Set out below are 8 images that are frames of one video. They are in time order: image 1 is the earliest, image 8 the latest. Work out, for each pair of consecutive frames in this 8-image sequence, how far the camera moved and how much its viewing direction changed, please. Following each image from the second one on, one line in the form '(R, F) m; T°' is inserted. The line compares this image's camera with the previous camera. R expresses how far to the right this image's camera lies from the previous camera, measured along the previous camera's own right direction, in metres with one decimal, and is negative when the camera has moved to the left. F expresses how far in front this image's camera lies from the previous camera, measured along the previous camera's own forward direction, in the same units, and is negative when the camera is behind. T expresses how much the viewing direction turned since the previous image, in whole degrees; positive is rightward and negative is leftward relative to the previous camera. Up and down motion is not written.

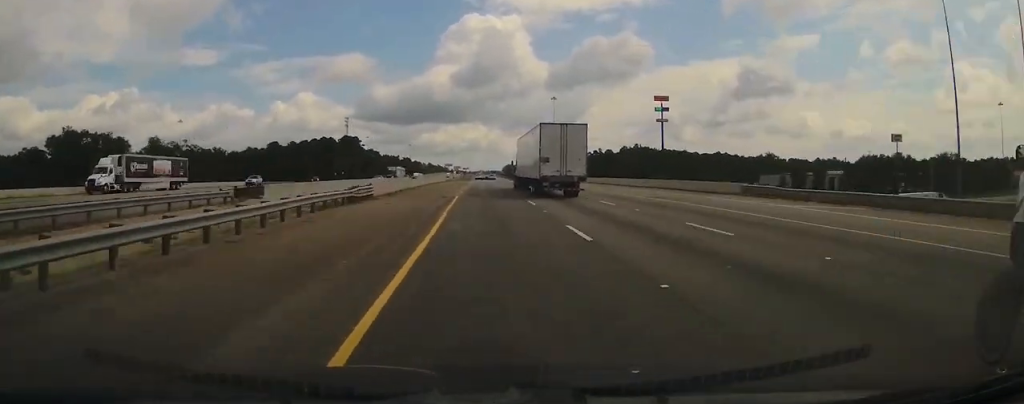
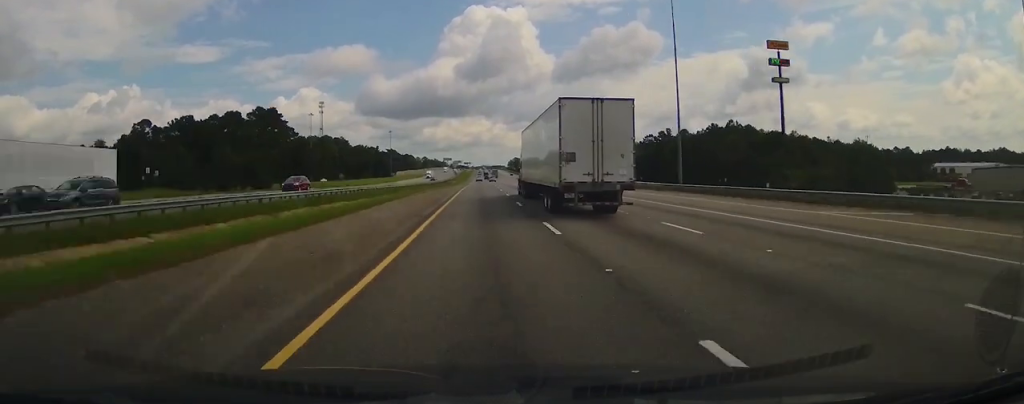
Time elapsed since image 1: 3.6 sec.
(-1.1, +121.5) m; -1°
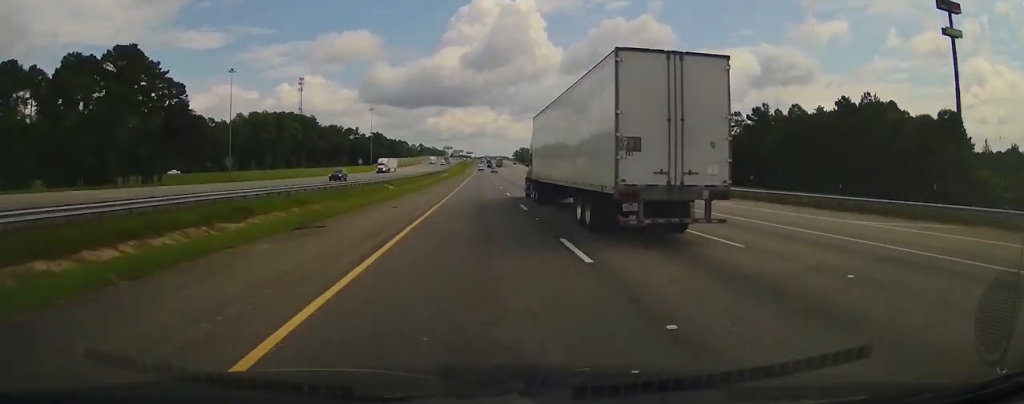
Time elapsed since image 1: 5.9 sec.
(-0.2, +78.0) m; 0°
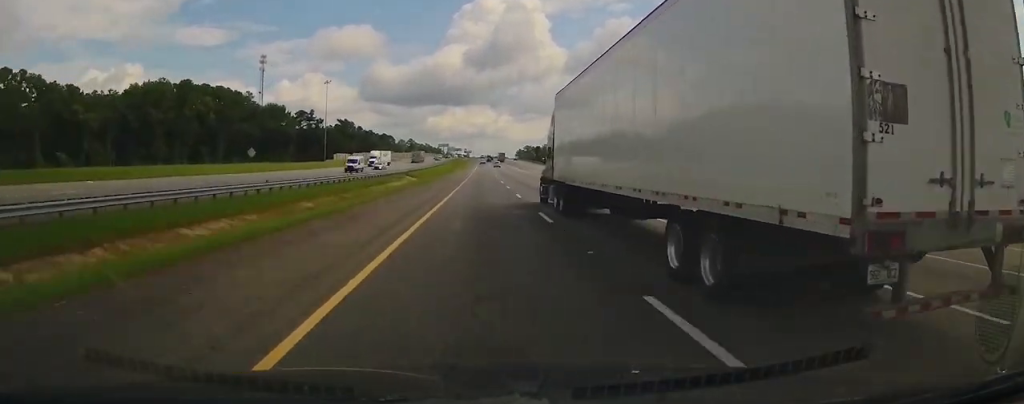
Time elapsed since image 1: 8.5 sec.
(-0.2, +92.0) m; 0°
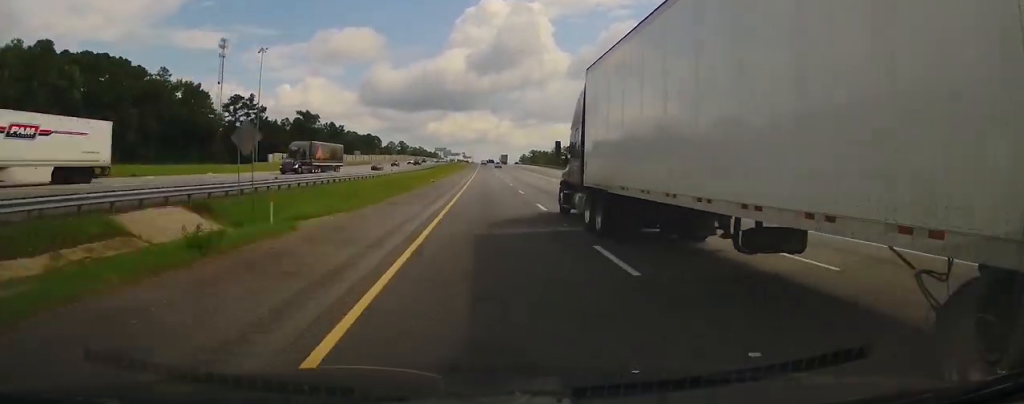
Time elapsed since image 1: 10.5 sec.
(+1.2, +67.9) m; 0°
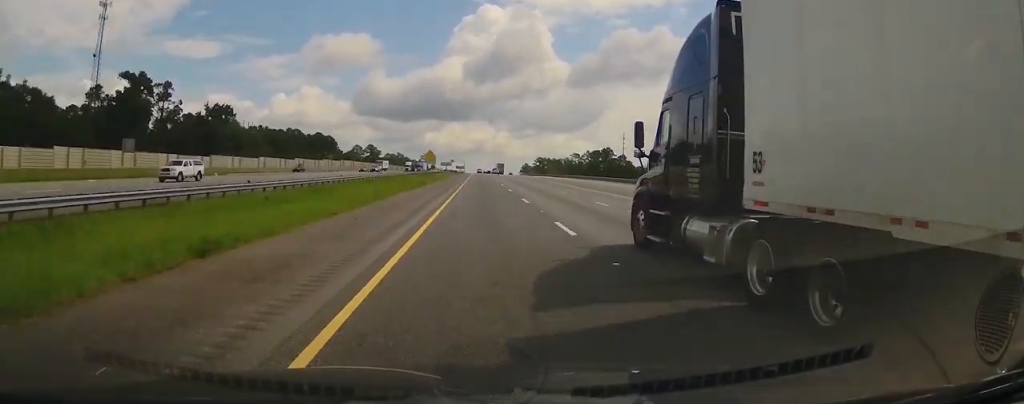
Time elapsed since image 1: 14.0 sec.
(-0.3, +117.9) m; 0°
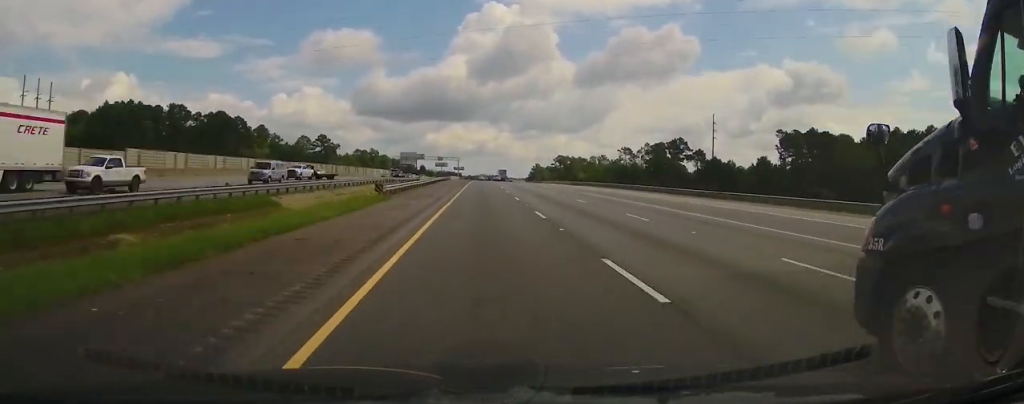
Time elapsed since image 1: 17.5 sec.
(-0.8, +117.6) m; 0°
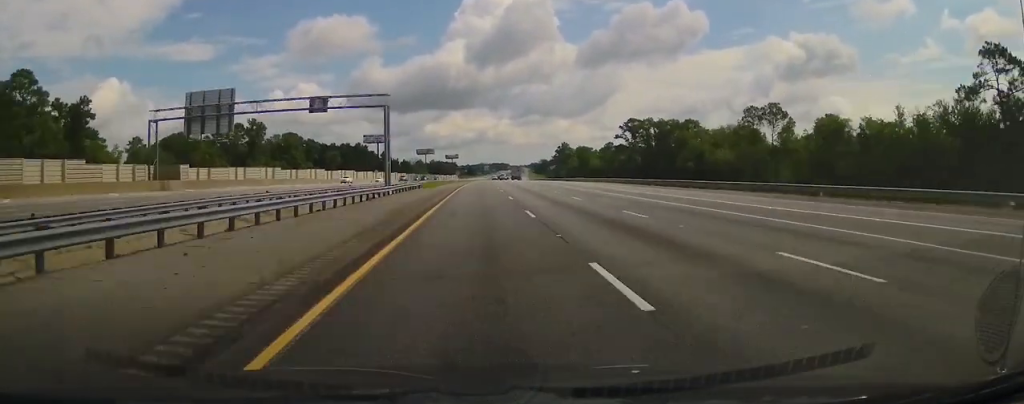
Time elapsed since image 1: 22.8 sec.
(+0.2, +183.1) m; +1°
